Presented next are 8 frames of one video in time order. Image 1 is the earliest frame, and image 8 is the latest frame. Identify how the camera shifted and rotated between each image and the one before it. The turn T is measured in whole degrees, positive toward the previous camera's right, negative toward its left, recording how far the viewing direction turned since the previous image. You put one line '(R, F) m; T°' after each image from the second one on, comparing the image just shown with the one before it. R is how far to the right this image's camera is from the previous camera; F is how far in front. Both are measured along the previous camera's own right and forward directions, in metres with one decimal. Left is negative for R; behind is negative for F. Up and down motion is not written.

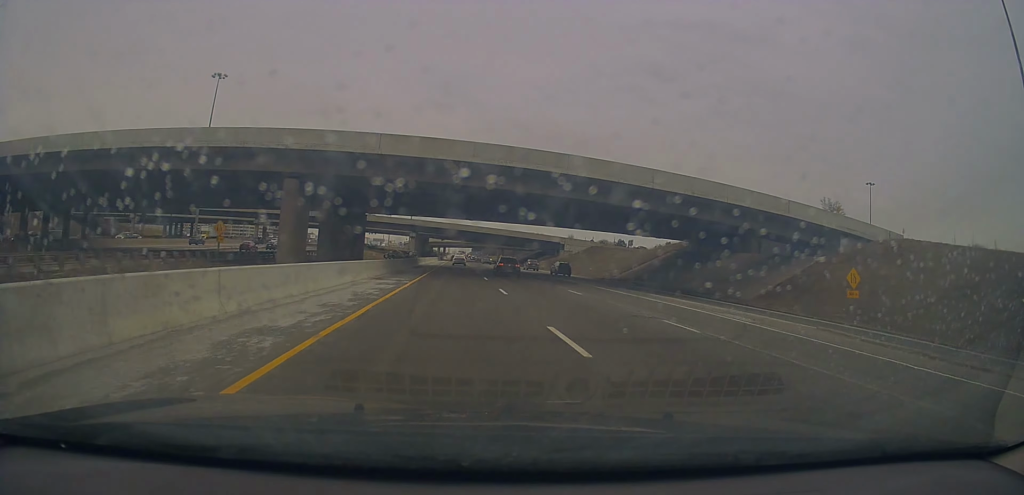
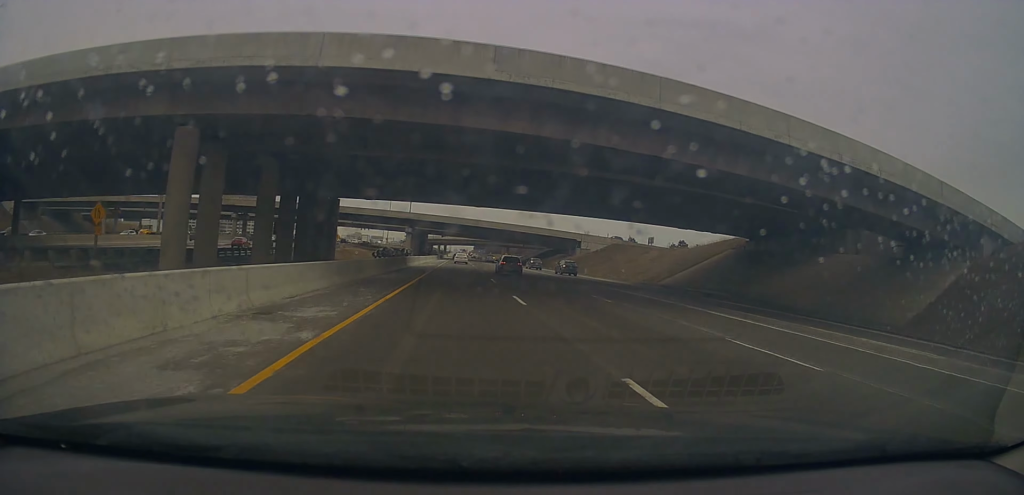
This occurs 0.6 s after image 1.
(-0.3, +17.0) m; 0°
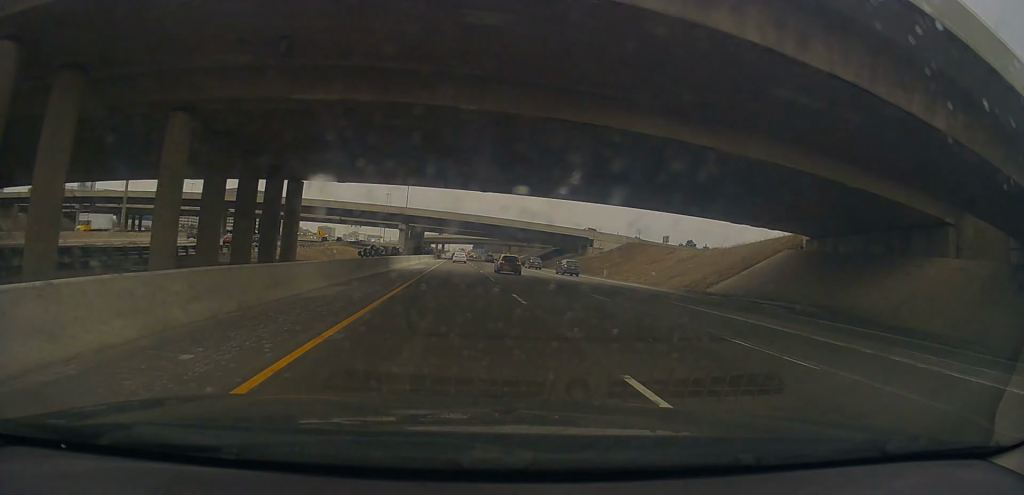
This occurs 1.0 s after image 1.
(-0.1, +11.6) m; 0°
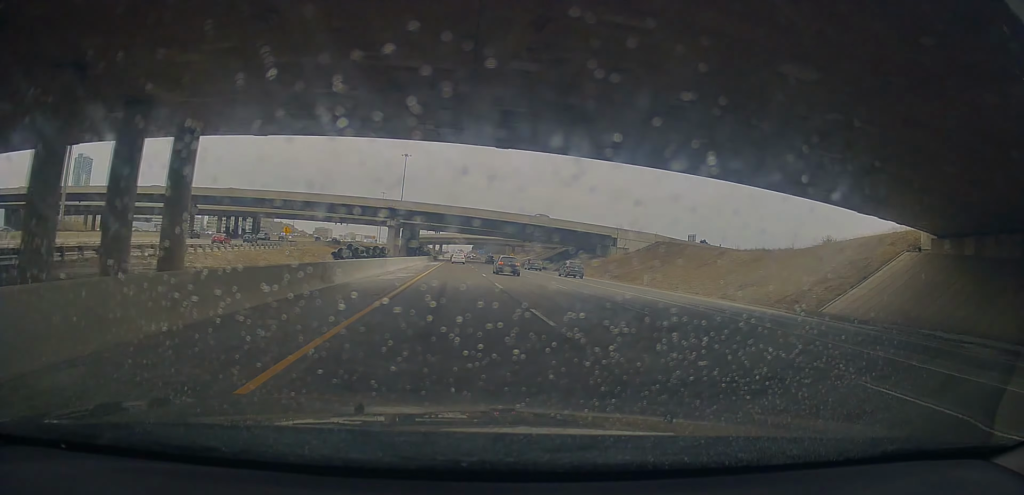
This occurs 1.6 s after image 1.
(+0.3, +17.2) m; 0°
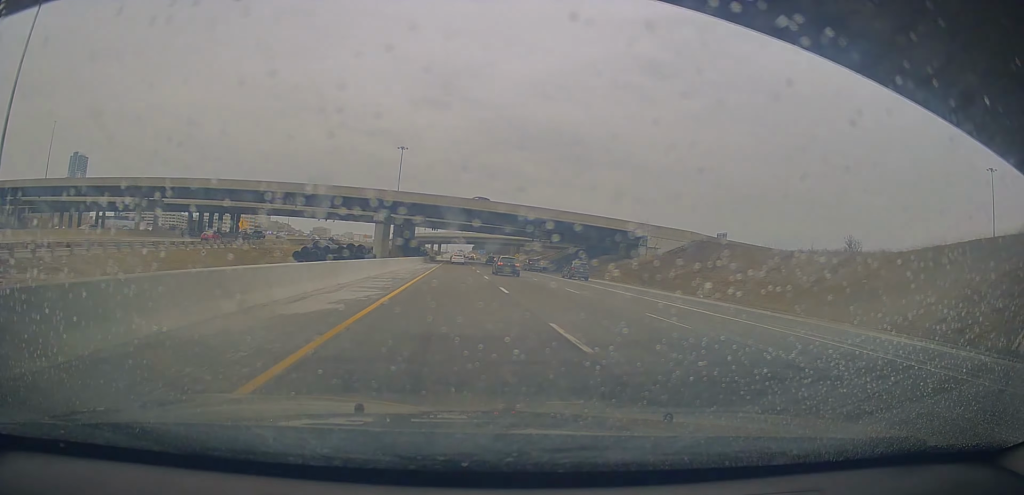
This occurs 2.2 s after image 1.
(0.0, +15.0) m; 0°
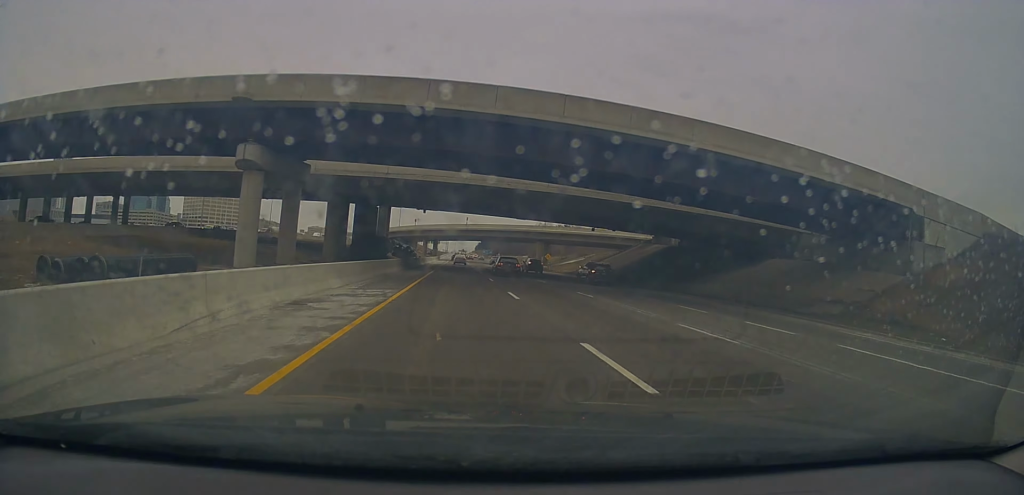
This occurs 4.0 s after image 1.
(+0.1, +51.8) m; 0°
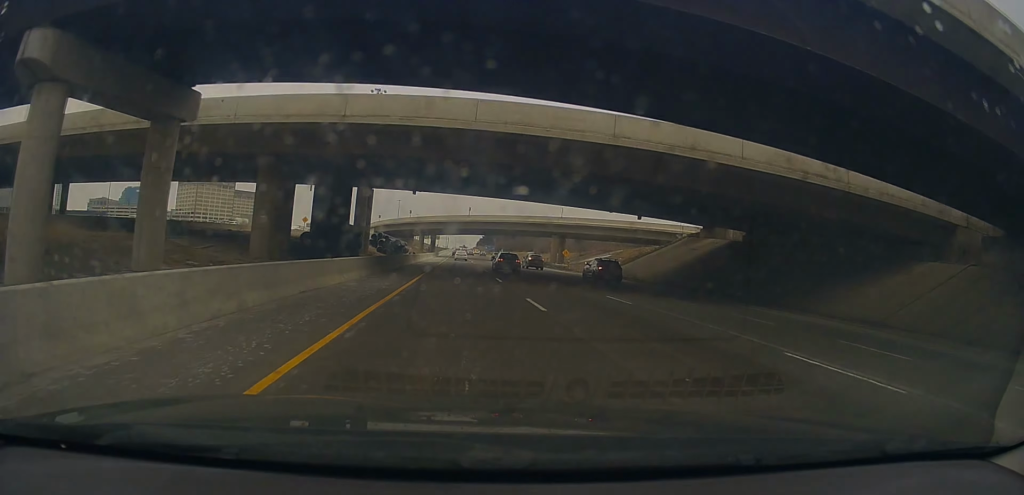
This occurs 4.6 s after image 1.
(-0.4, +17.6) m; 0°
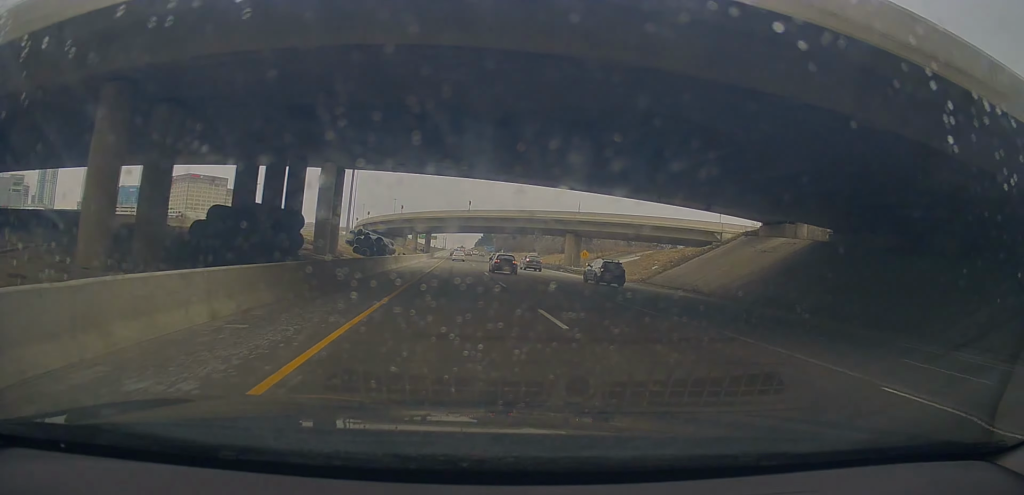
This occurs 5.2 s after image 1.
(0.0, +15.6) m; 0°
